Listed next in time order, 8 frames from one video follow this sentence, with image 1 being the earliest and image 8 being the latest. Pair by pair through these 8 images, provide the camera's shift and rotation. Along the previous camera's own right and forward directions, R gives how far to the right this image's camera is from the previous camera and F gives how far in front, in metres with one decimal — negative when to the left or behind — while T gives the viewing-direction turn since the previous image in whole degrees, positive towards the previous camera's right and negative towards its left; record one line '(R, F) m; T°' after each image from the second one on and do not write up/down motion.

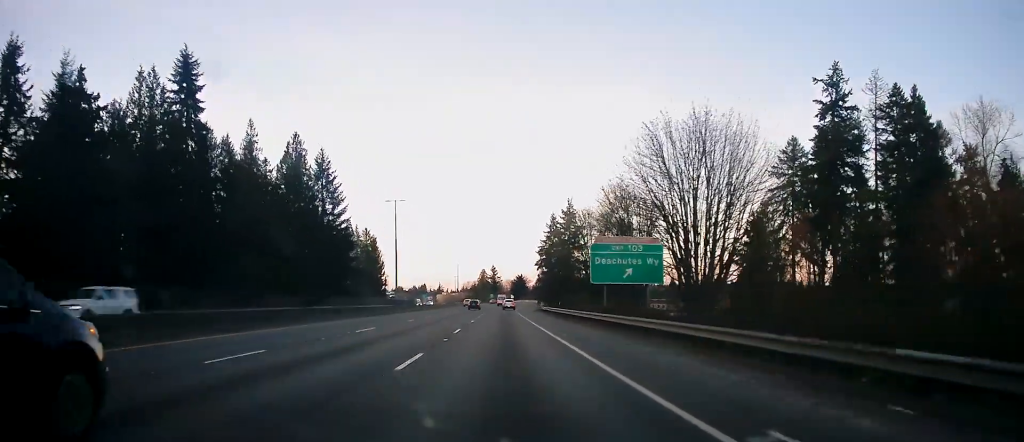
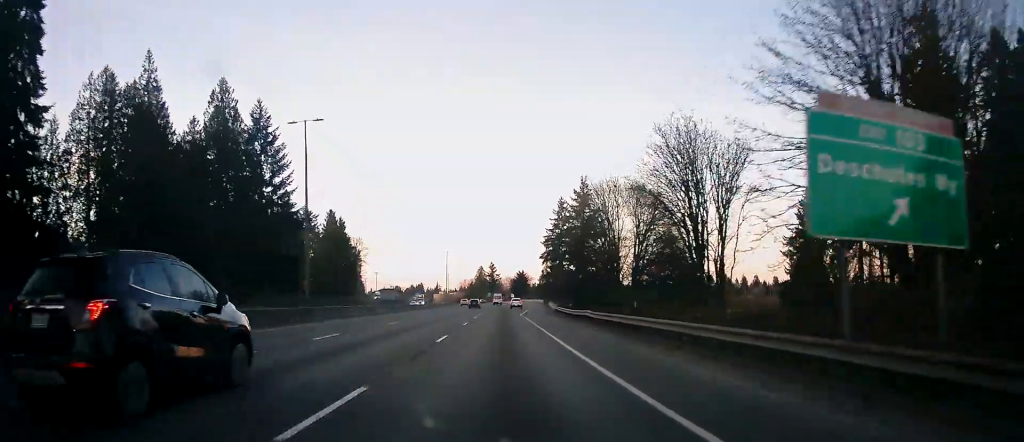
(0.0, +29.7) m; +1°
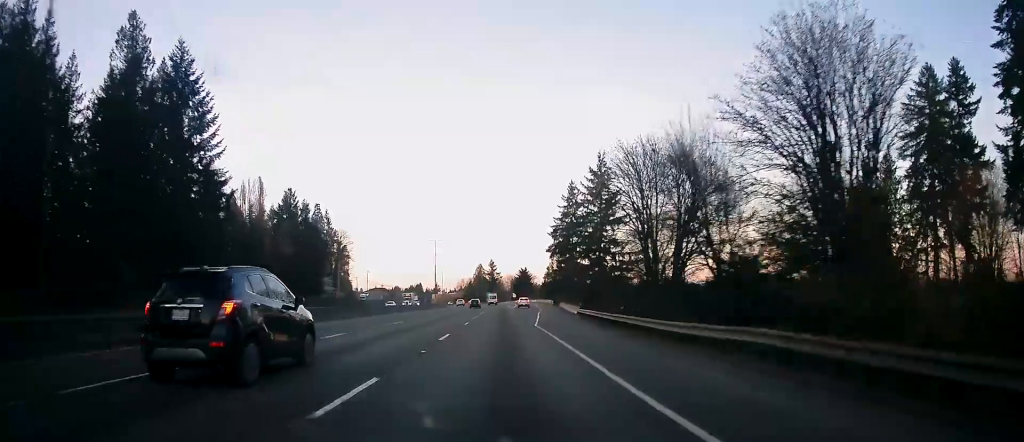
(+0.2, +23.2) m; 0°
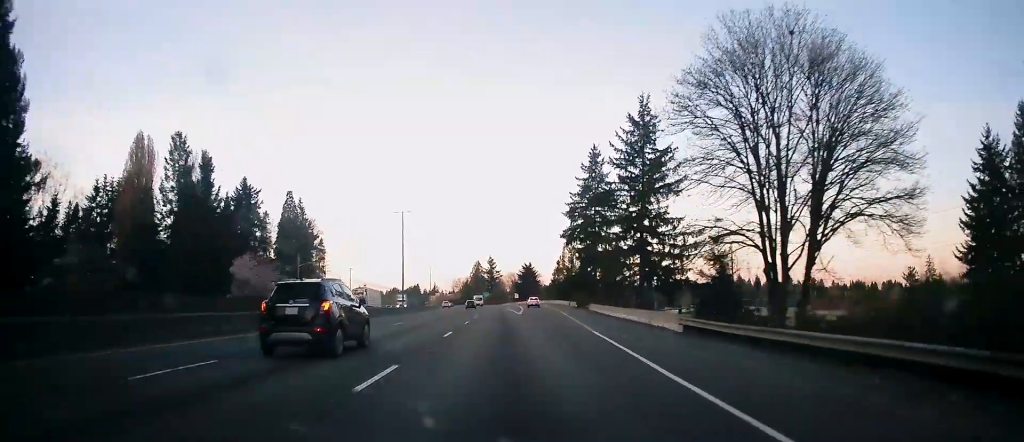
(+0.1, +34.7) m; 0°
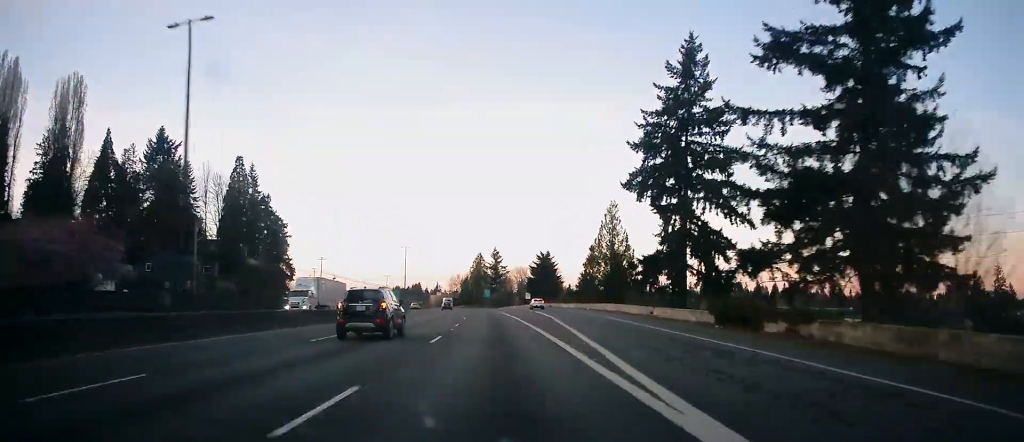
(-0.7, +52.1) m; -1°
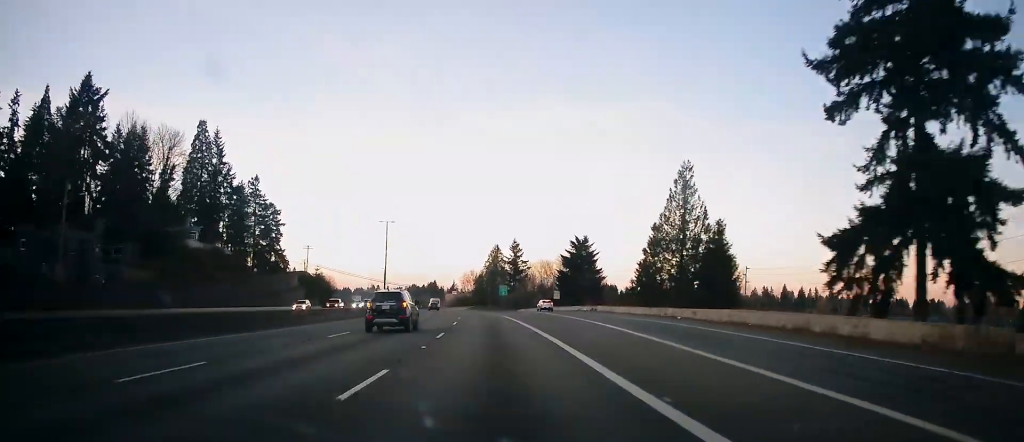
(-0.1, +34.4) m; -1°
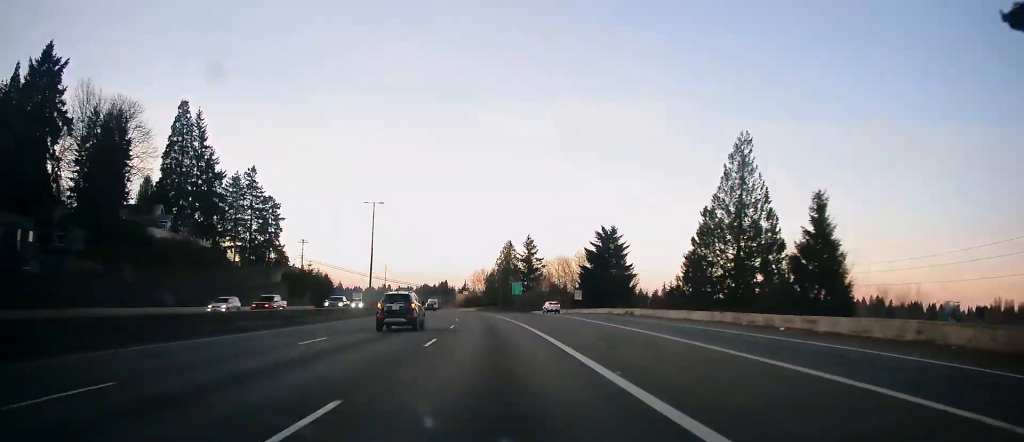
(-0.3, +15.4) m; -1°
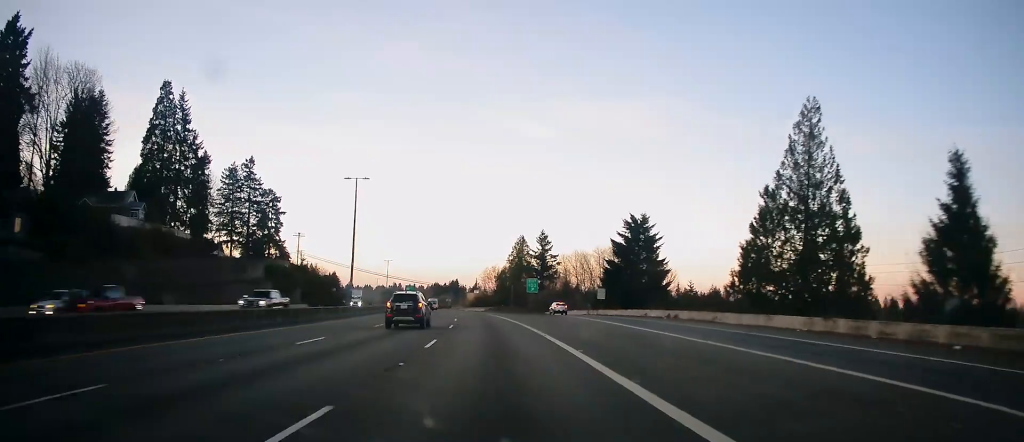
(-0.1, +12.6) m; -1°
